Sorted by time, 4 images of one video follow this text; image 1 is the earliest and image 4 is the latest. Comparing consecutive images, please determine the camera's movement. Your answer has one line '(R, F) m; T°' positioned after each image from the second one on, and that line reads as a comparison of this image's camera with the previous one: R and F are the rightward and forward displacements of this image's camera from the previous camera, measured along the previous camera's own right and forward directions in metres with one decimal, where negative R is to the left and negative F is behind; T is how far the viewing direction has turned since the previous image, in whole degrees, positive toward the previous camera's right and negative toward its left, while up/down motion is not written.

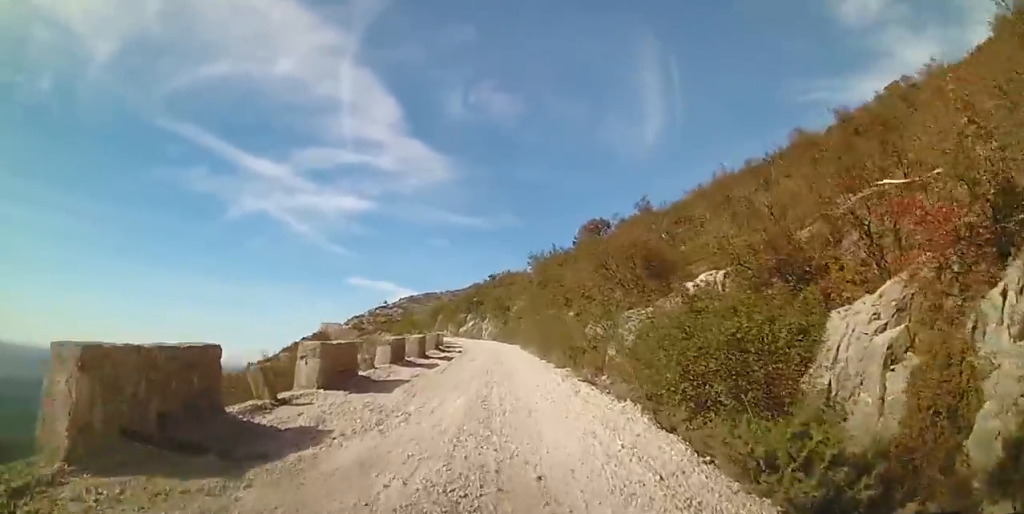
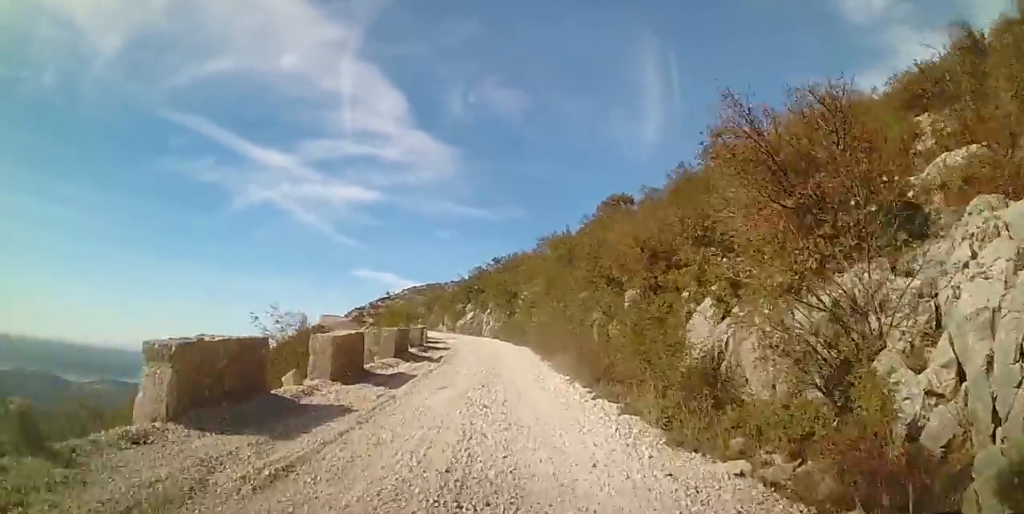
(+0.4, +11.9) m; 0°
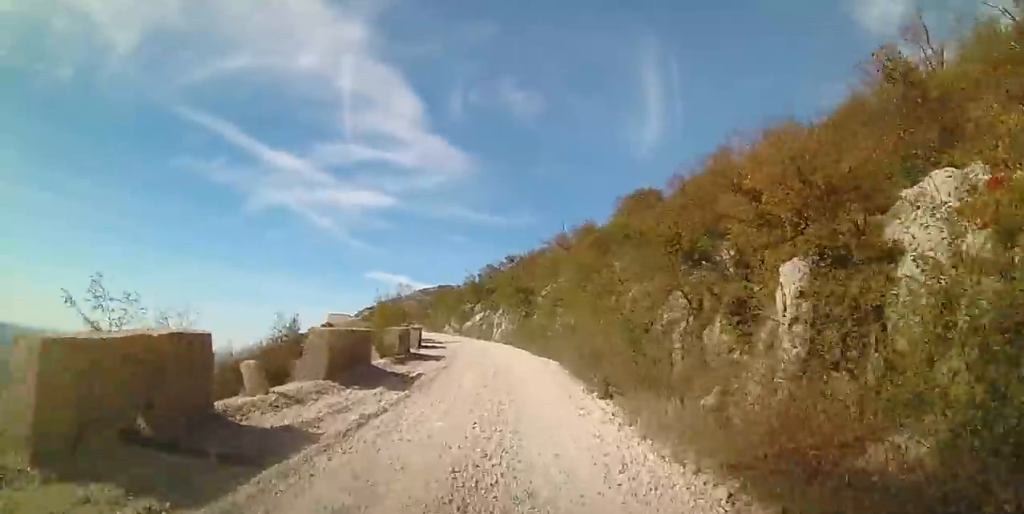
(-0.4, +8.1) m; -3°
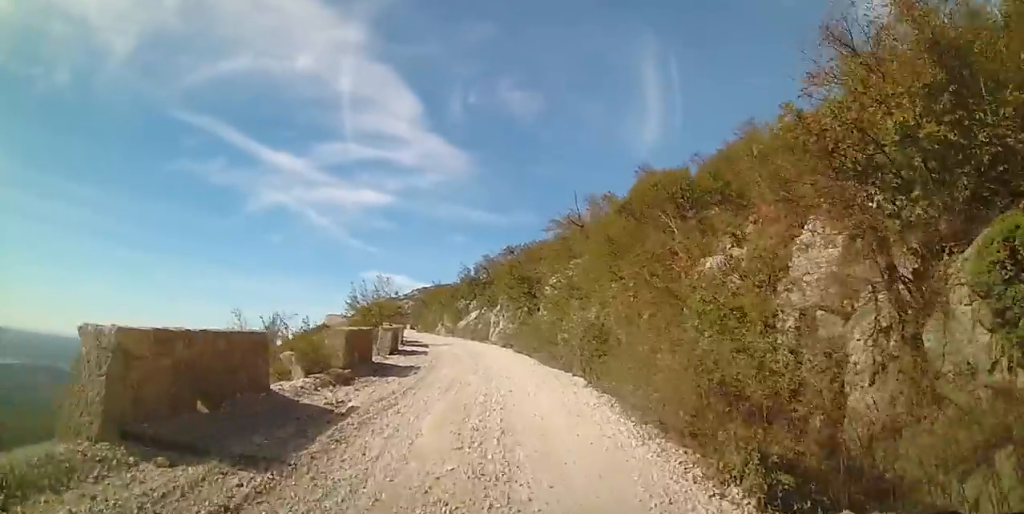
(0.0, +6.3) m; -2°
